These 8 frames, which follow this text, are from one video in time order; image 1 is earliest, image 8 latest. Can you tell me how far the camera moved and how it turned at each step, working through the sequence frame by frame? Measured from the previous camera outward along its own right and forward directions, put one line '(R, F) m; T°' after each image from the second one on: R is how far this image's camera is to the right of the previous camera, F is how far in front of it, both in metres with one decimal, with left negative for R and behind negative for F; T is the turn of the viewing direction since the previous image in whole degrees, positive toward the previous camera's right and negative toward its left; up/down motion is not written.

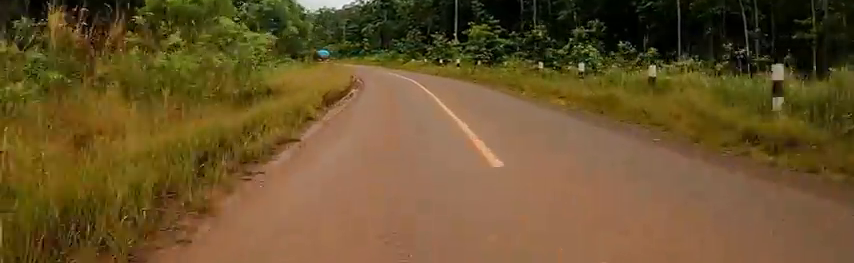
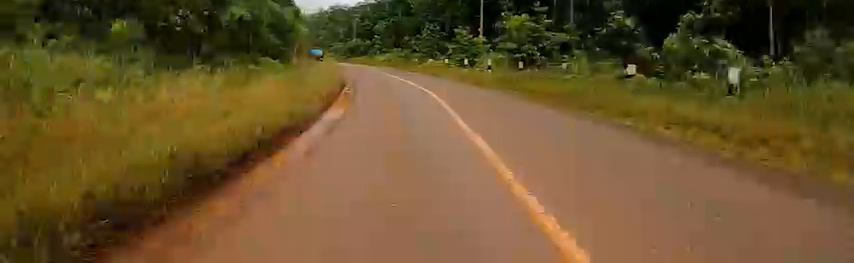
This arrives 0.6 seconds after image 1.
(-0.3, +8.3) m; -3°
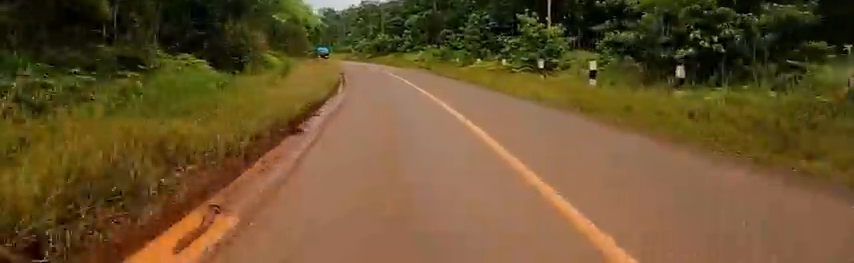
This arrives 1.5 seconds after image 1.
(0.0, +13.1) m; -1°
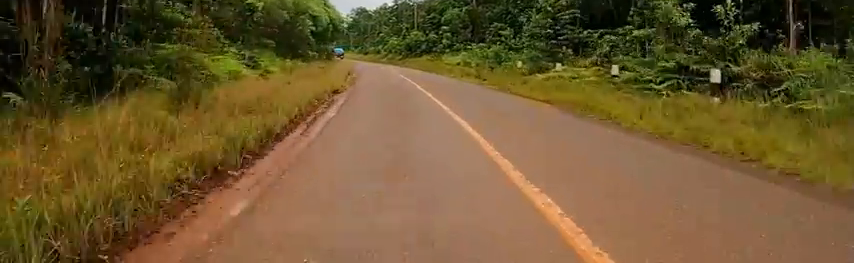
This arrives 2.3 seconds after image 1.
(0.0, +10.9) m; -6°
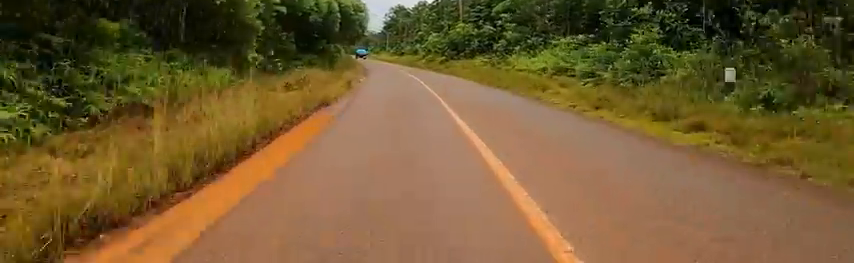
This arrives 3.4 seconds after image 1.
(-1.8, +15.7) m; -7°
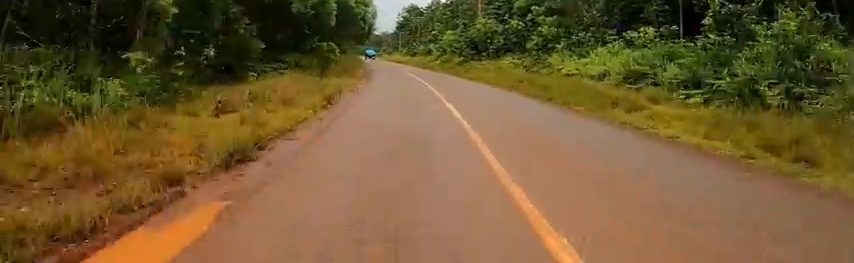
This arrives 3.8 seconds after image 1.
(0.0, +5.8) m; +1°
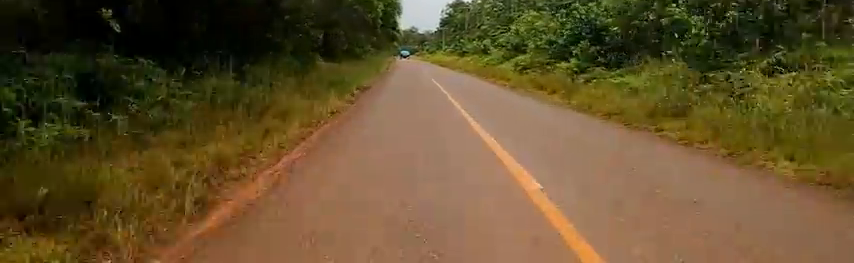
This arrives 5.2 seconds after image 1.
(+1.4, +20.7) m; +3°
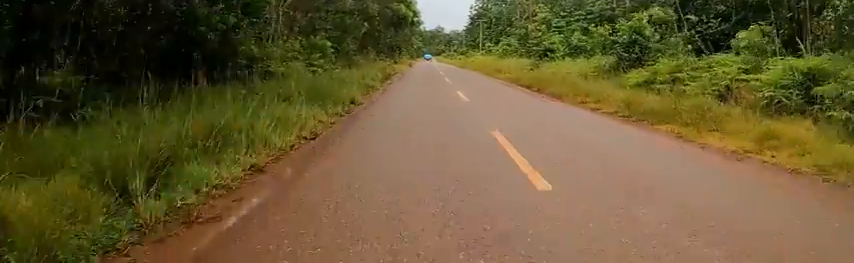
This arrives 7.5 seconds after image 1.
(-2.2, +32.4) m; -4°
